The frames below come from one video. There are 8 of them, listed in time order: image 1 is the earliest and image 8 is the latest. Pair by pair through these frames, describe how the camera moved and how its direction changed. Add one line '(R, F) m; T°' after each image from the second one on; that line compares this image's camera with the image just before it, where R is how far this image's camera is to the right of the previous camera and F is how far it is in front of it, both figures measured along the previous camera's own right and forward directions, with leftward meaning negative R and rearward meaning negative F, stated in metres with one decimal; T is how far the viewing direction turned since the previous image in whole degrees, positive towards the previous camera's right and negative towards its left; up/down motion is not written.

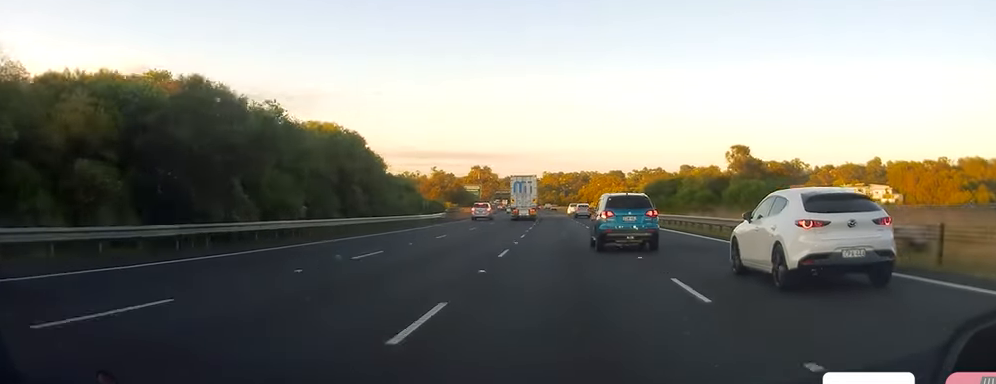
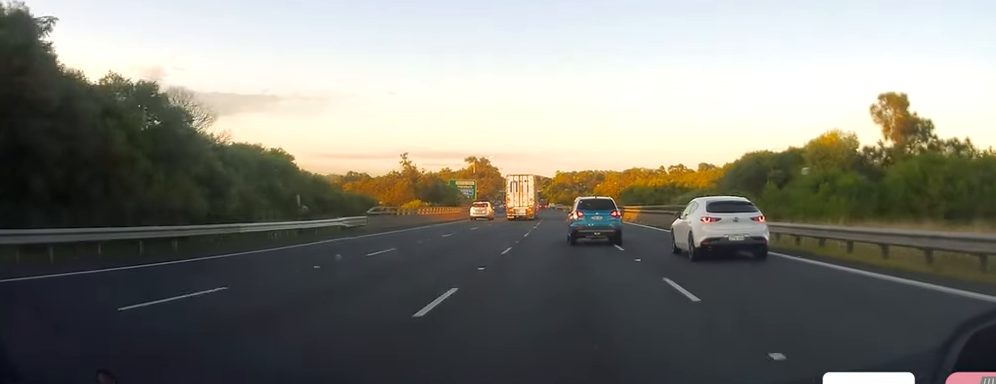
(+0.2, +34.8) m; -1°
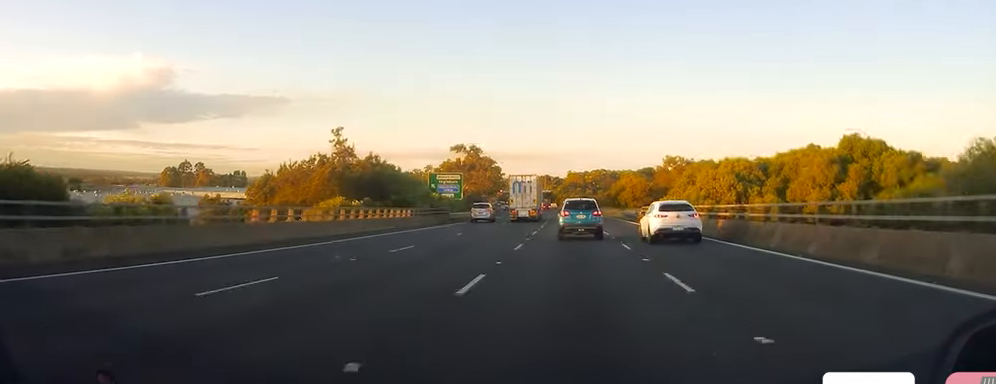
(-1.0, +34.3) m; -2°
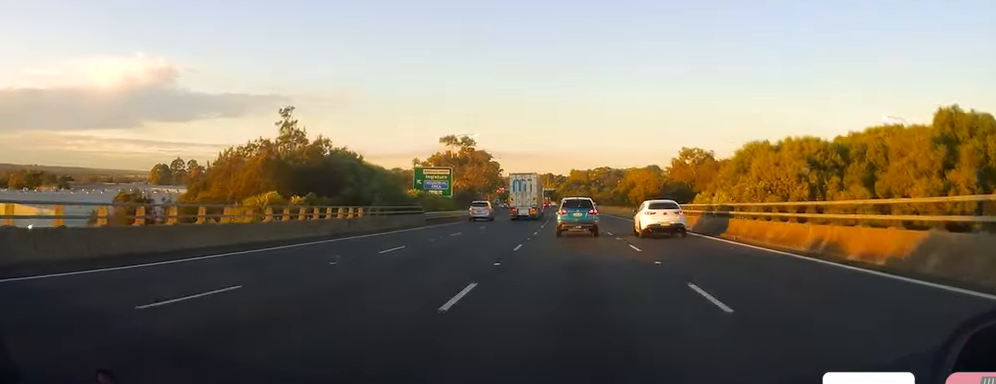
(0.0, +13.6) m; 0°
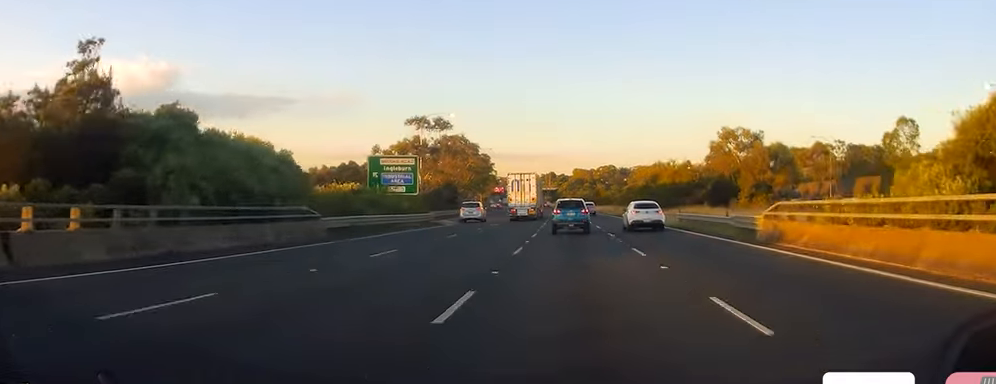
(0.0, +25.2) m; 0°
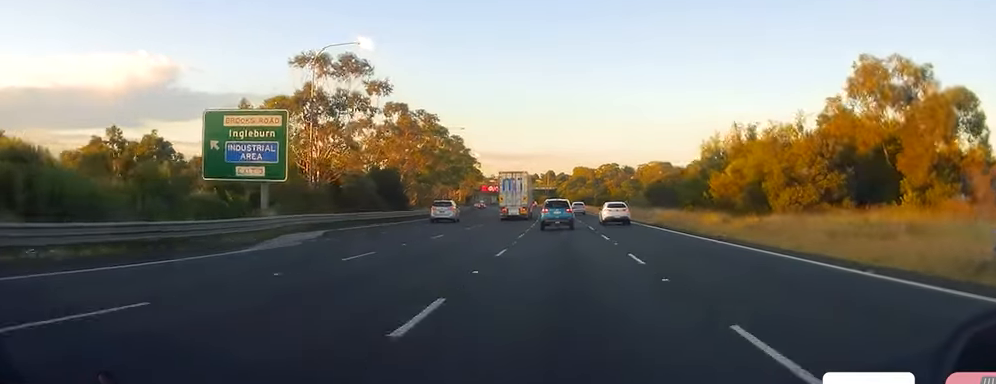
(-0.3, +37.5) m; -1°
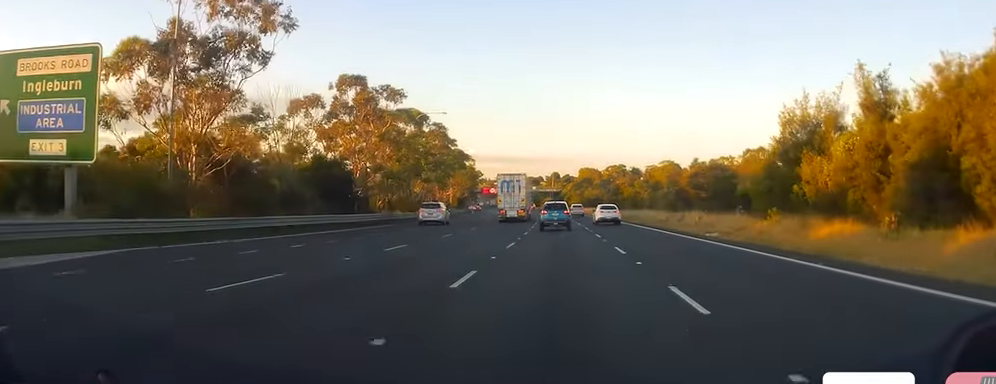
(0.0, +19.2) m; 0°
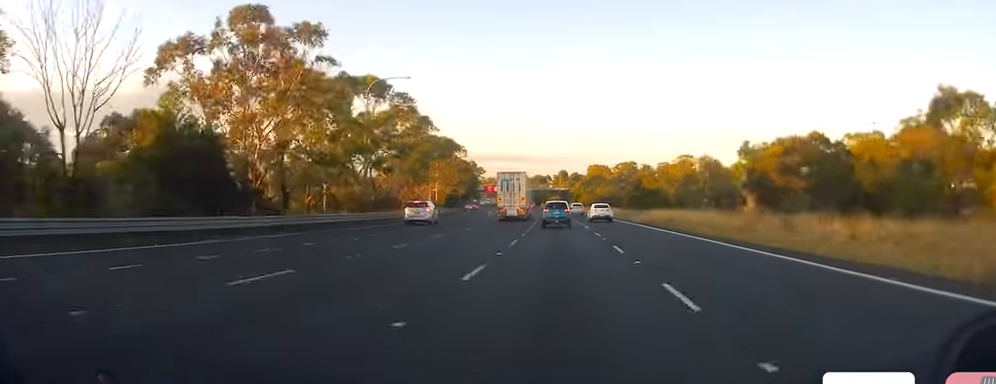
(0.0, +23.0) m; 0°
